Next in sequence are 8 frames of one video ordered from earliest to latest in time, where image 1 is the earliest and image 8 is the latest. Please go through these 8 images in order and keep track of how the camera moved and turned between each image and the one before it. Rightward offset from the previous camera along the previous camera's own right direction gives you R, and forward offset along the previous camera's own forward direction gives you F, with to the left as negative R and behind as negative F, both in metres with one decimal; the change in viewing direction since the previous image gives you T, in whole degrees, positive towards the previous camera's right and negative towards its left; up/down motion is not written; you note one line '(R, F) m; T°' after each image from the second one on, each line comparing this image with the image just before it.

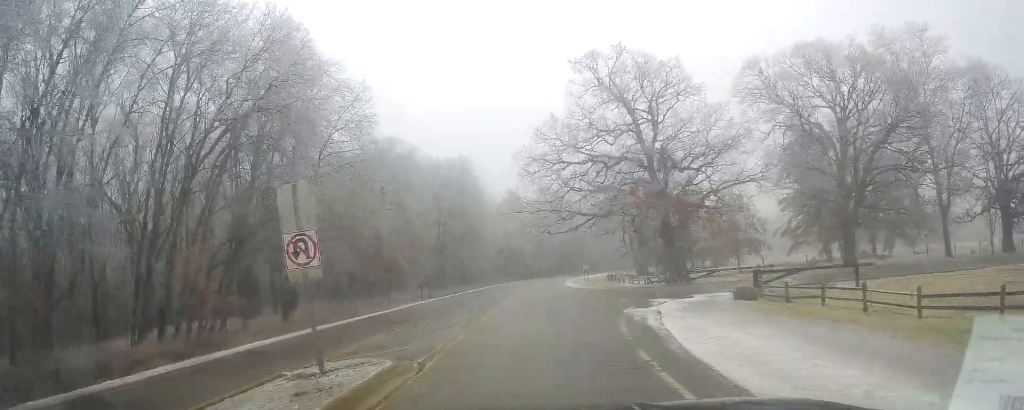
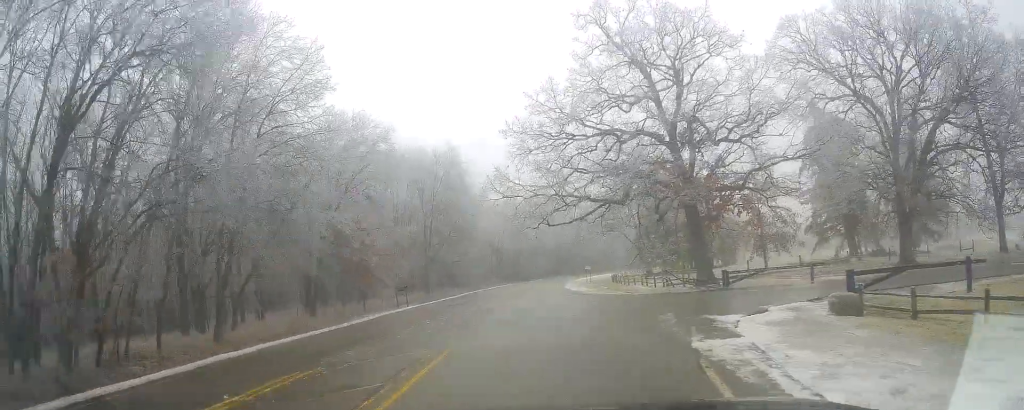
(0.0, +9.4) m; -2°
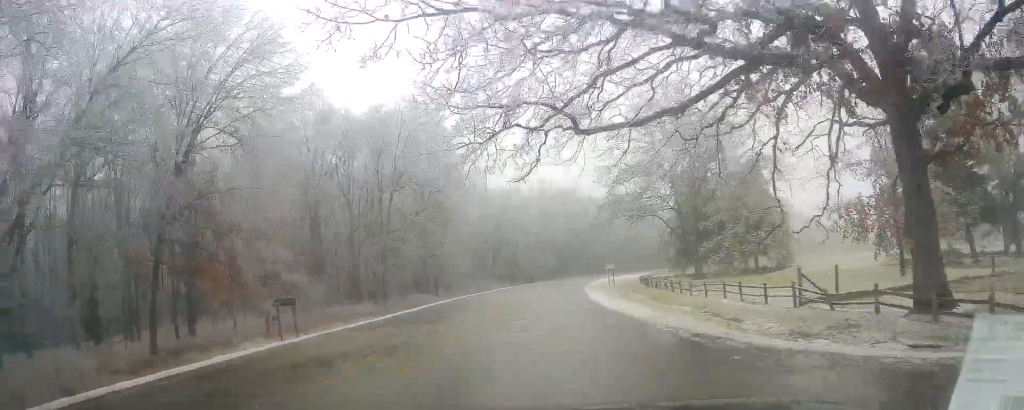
(+0.1, +24.1) m; +2°
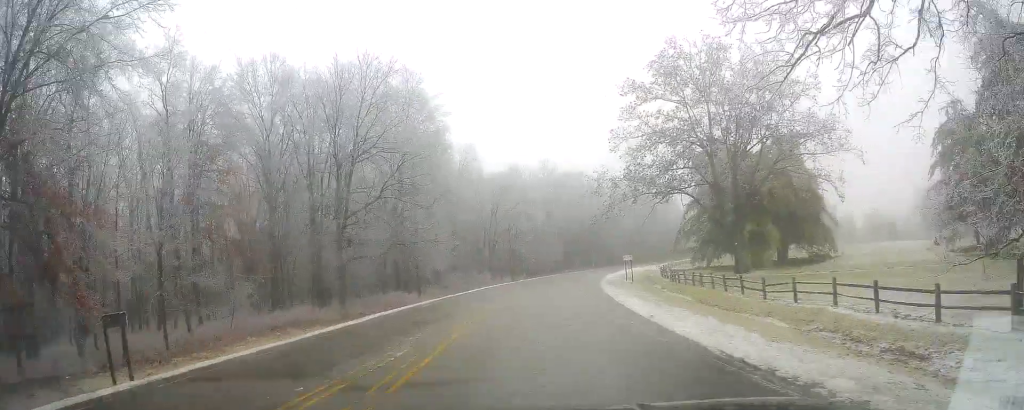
(-0.2, +12.1) m; -2°
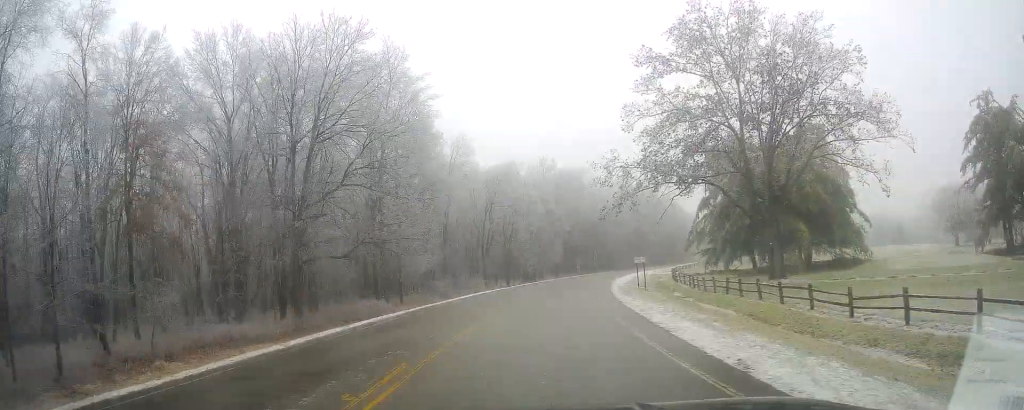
(-0.3, +7.7) m; 0°
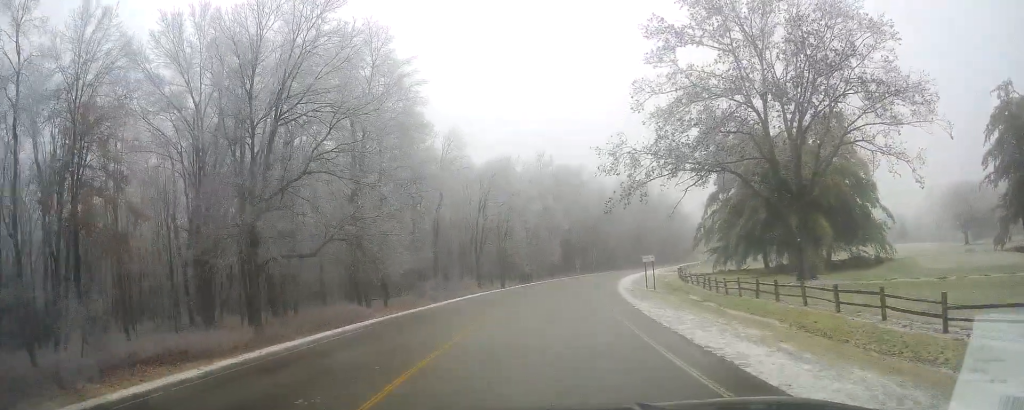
(+0.2, +5.1) m; 0°
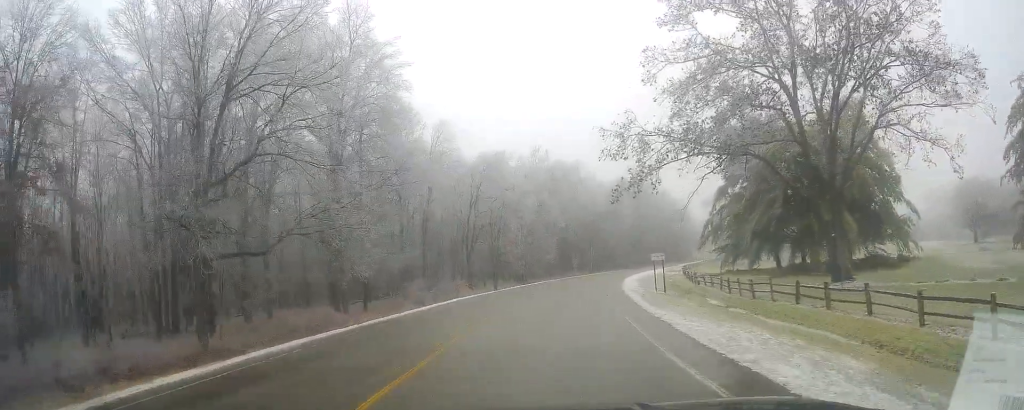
(+0.2, +5.1) m; 0°
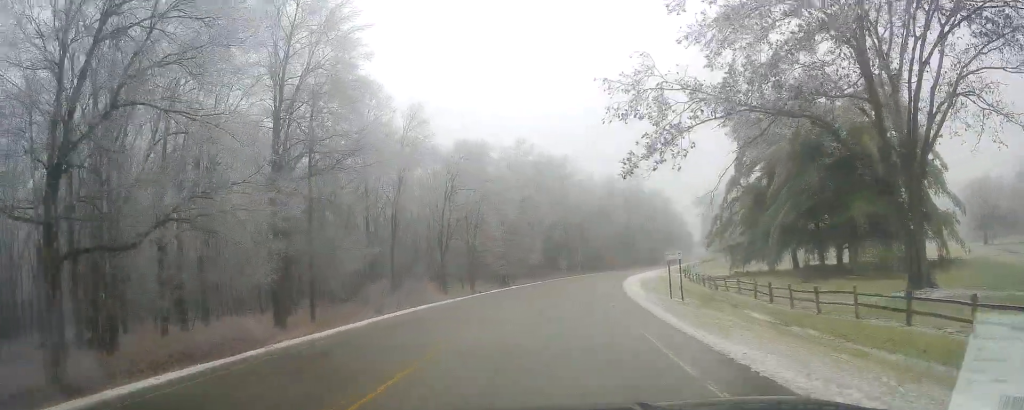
(-0.2, +8.8) m; 0°
